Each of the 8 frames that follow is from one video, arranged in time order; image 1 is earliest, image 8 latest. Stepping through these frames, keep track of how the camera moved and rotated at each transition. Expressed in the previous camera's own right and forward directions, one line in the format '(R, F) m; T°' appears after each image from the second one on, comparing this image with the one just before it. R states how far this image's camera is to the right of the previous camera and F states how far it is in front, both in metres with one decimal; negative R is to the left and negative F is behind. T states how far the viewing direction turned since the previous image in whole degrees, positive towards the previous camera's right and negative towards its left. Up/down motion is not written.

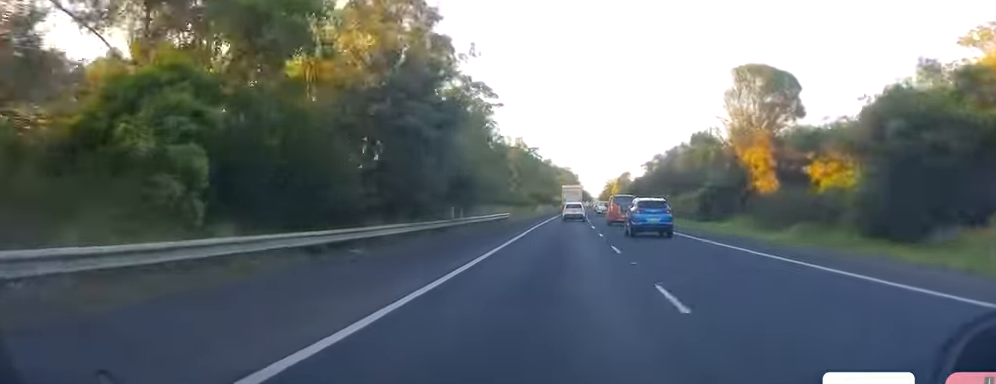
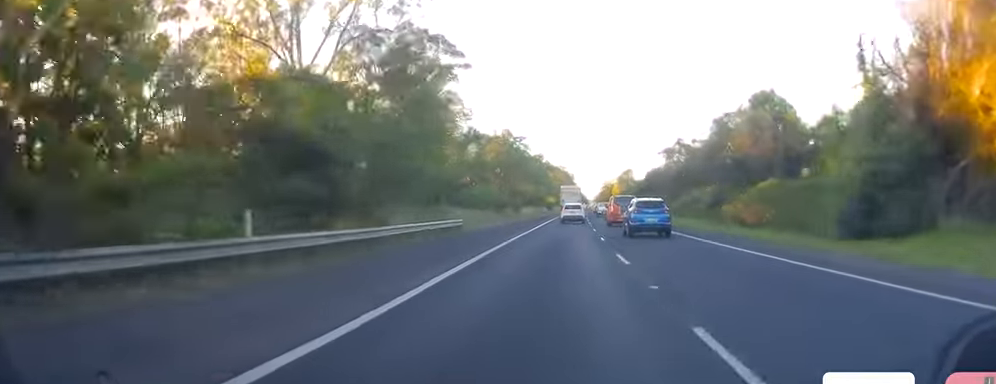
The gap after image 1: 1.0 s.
(-0.1, +27.7) m; +1°
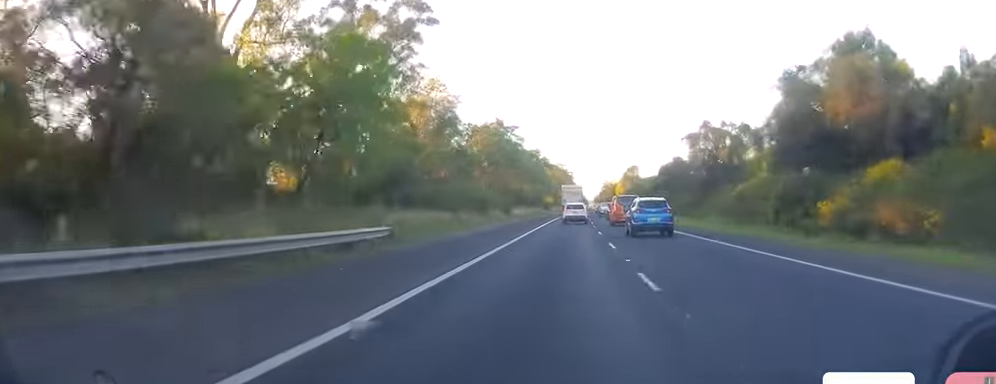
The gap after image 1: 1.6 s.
(+0.2, +17.2) m; +1°
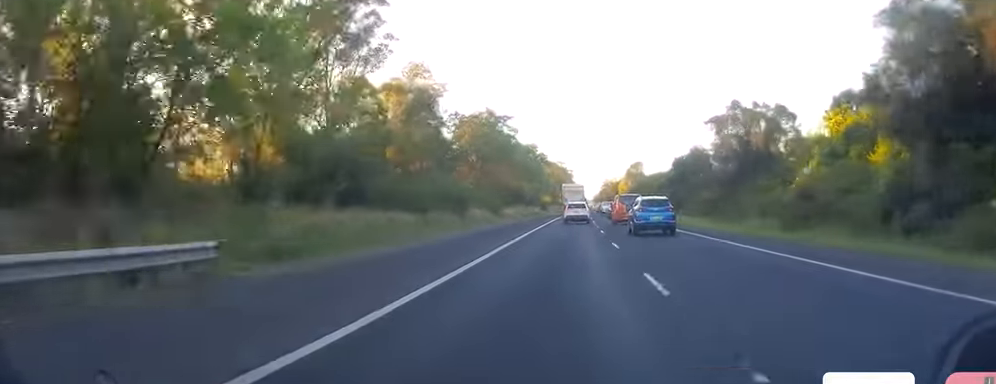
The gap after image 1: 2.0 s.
(+0.3, +12.5) m; 0°
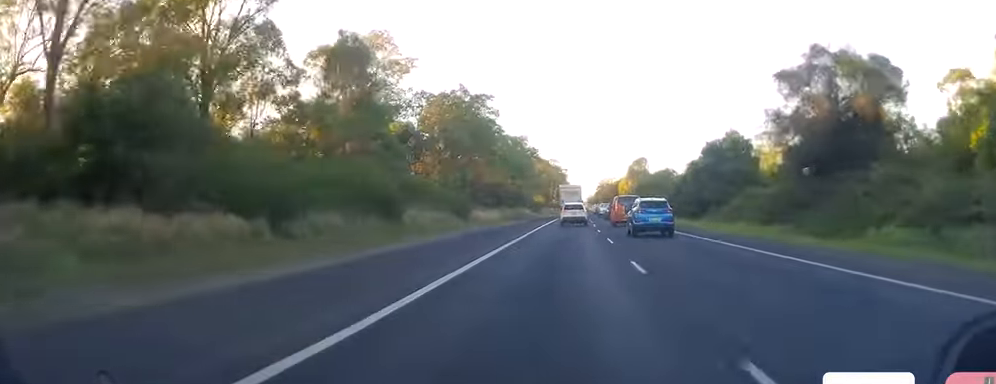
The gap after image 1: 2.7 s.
(-0.1, +20.1) m; 0°
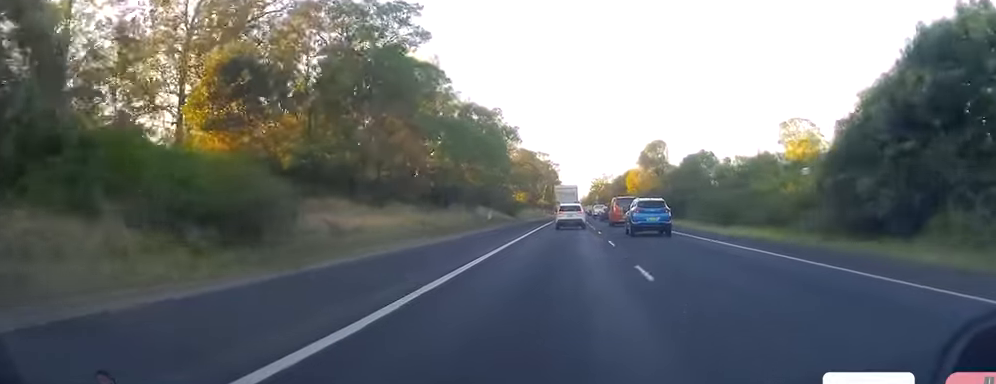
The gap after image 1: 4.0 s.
(+0.1, +37.4) m; 0°
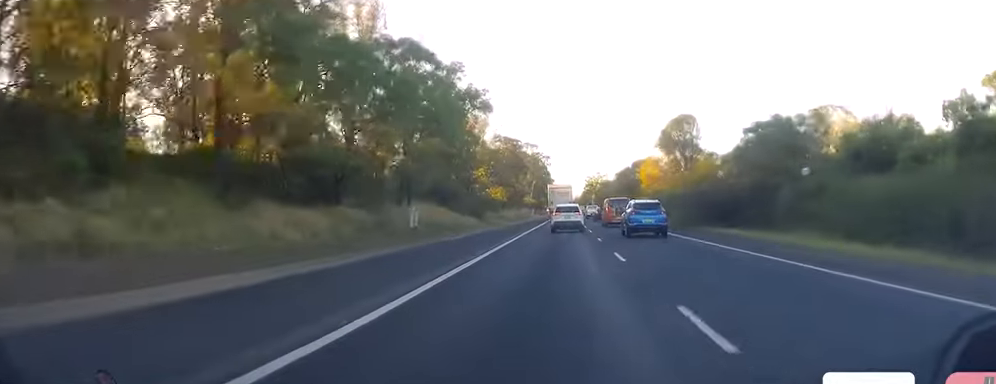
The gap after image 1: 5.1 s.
(-0.2, +30.7) m; 0°
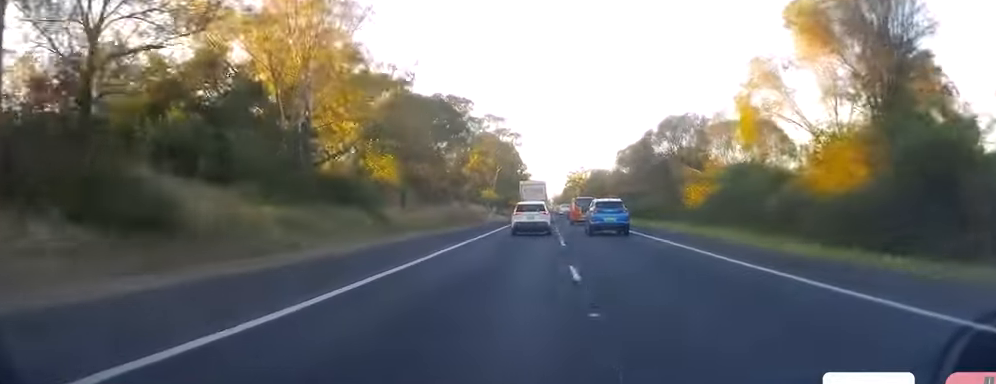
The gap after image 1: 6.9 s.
(+1.0, +52.6) m; +3°
